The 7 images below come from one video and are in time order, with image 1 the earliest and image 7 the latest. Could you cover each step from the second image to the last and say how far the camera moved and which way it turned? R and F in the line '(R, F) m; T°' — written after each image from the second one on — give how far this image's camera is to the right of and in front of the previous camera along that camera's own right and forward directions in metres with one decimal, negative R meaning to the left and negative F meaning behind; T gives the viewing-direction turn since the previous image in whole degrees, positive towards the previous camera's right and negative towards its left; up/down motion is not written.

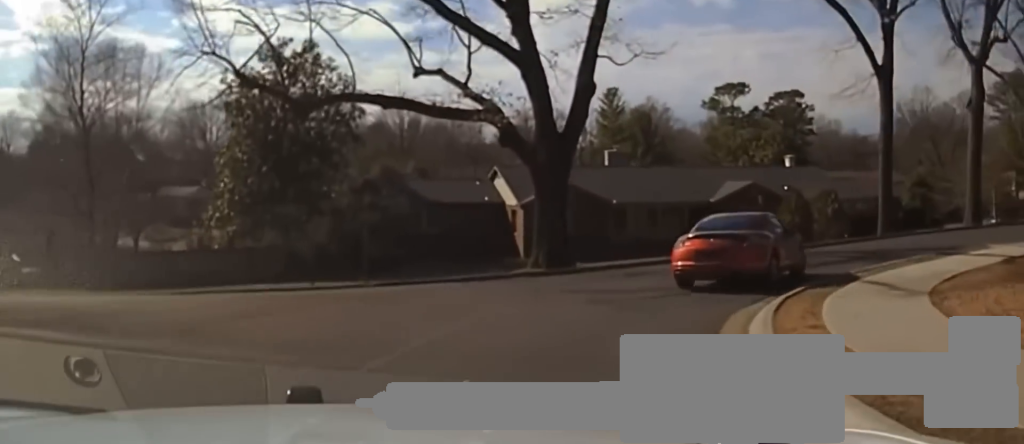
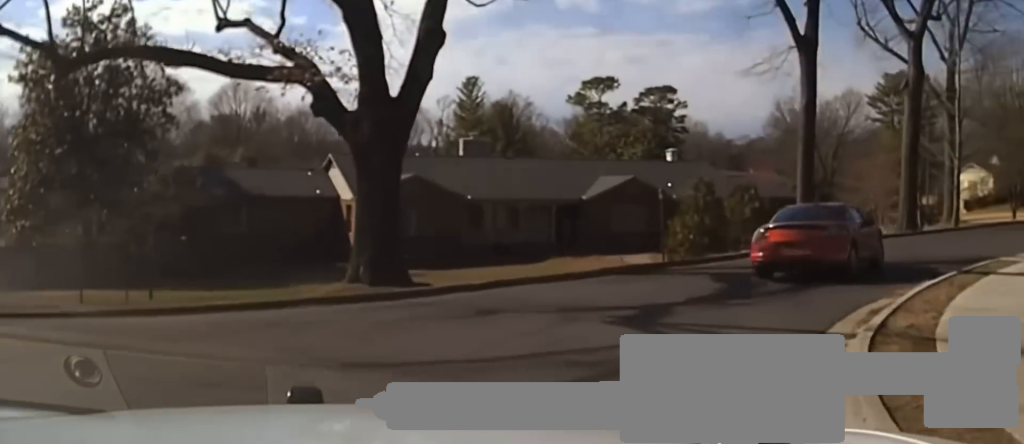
(+0.2, +8.9) m; +8°
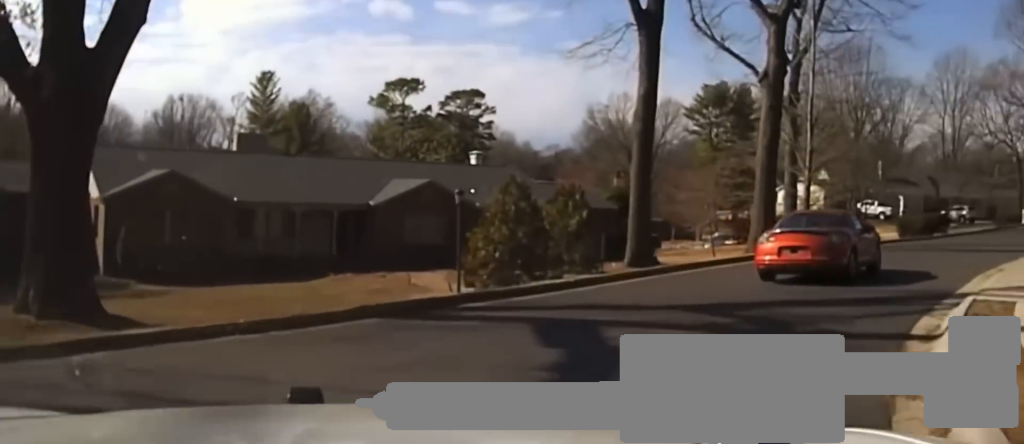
(-0.1, +7.4) m; +11°
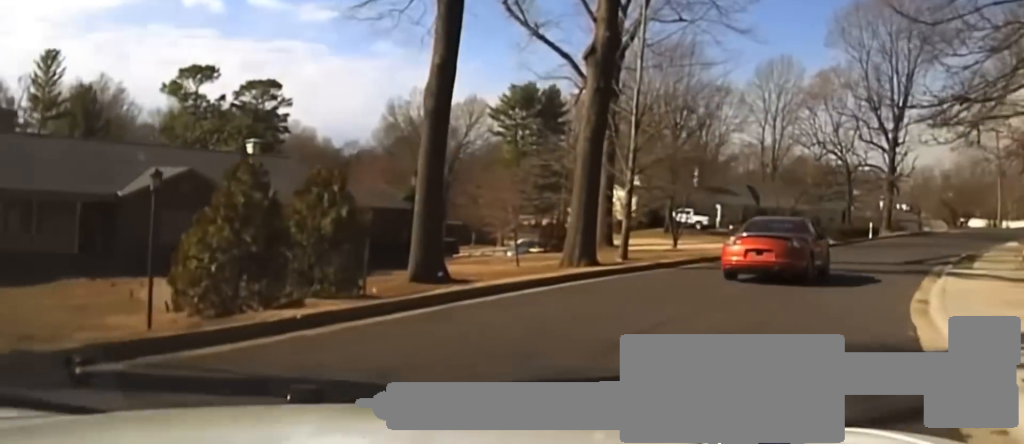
(+1.2, +6.1) m; +17°
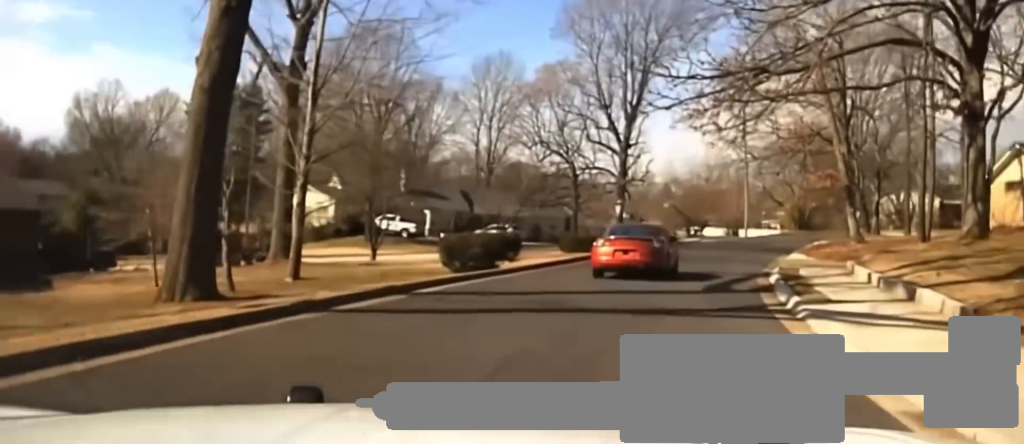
(+2.3, +9.9) m; +18°
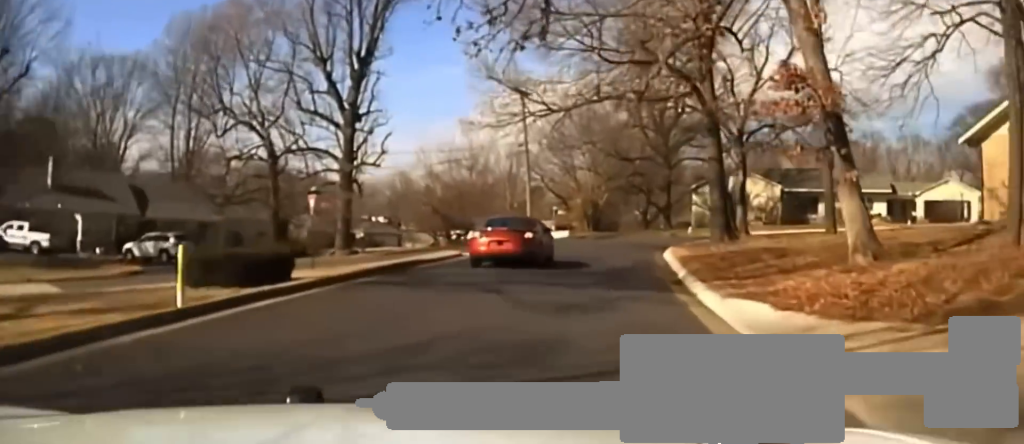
(+4.3, +23.3) m; +16°
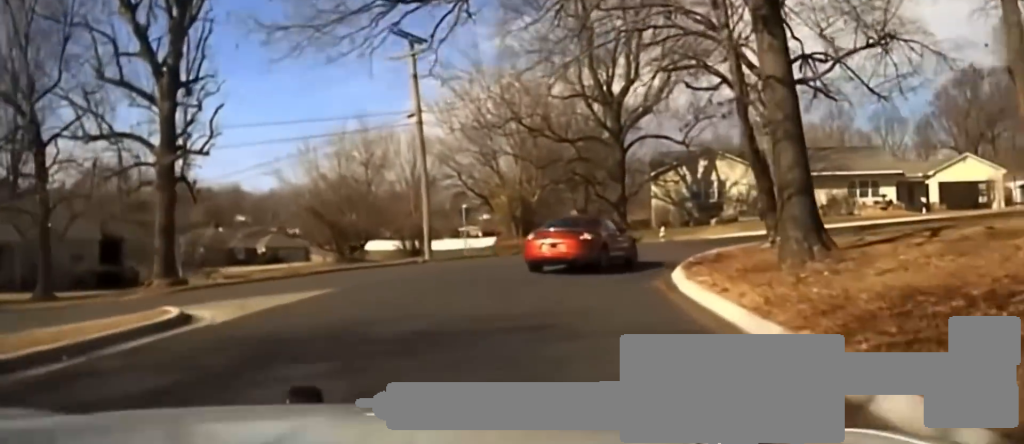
(+0.8, +17.3) m; +4°
